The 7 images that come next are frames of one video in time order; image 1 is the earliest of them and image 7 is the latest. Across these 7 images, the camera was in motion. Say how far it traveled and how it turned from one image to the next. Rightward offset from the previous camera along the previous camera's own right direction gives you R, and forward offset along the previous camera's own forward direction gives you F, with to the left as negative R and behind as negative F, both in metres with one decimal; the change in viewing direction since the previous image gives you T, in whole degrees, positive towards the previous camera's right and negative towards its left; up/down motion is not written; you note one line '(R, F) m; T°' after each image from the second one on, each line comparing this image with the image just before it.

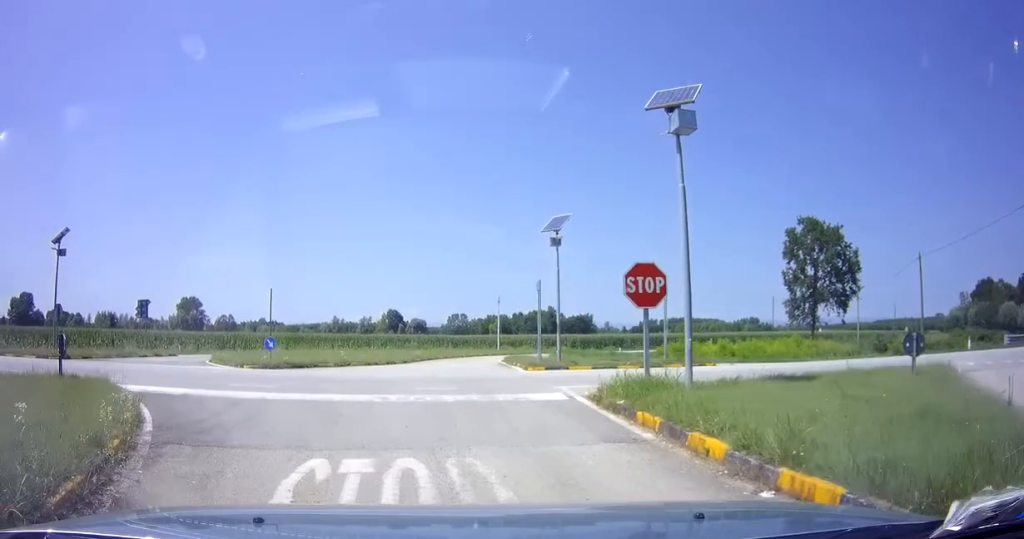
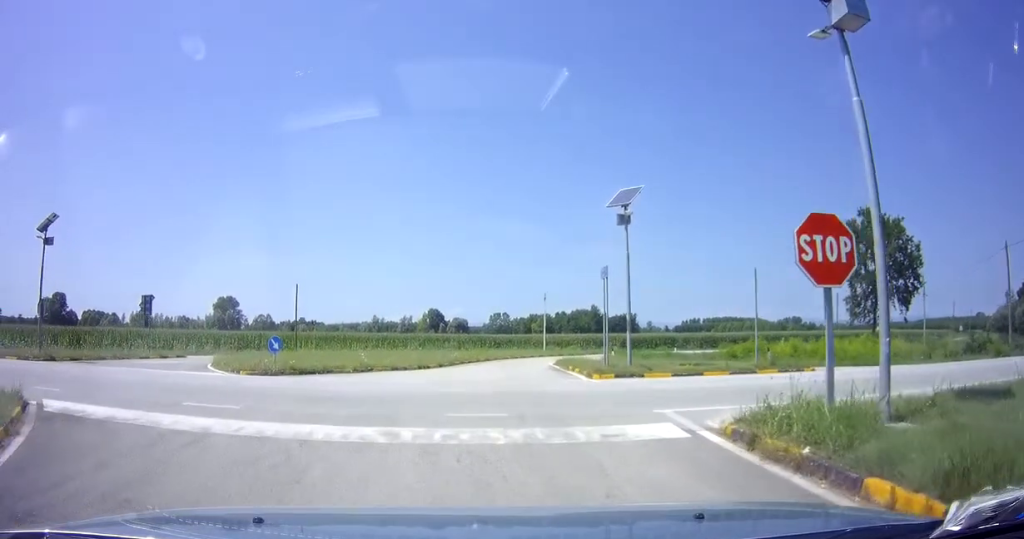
(0.0, +2.3) m; -1°
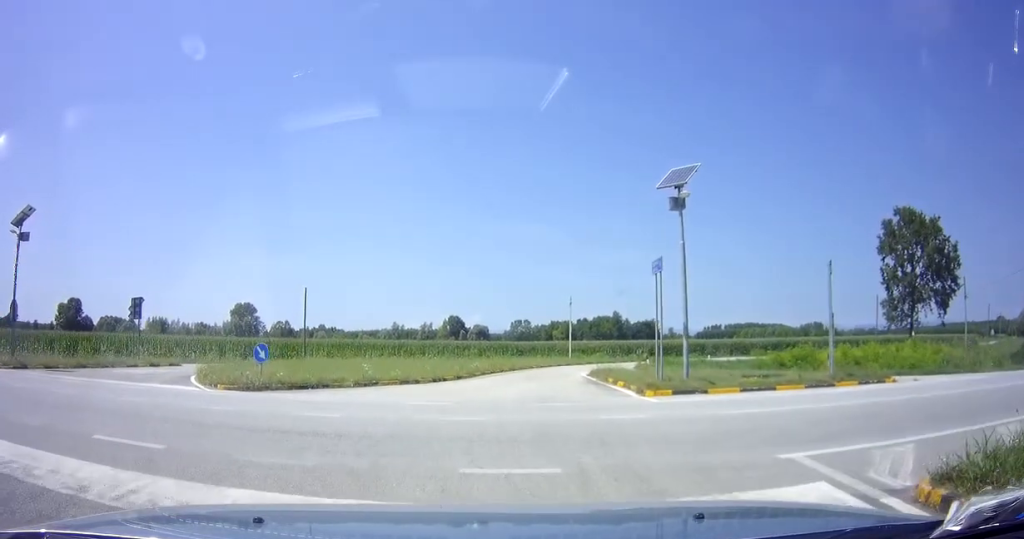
(0.0, +1.0) m; 0°
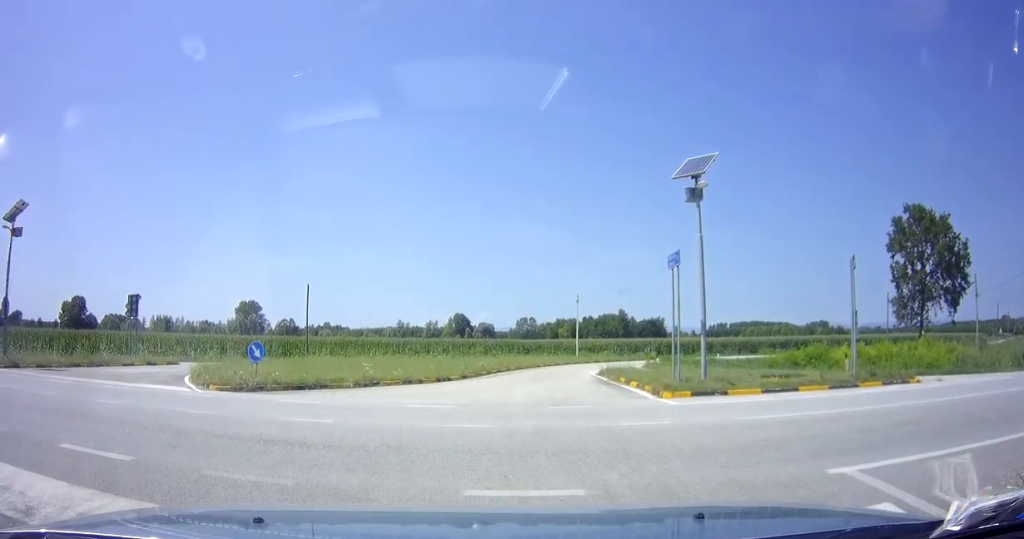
(-0.3, -0.2) m; 0°
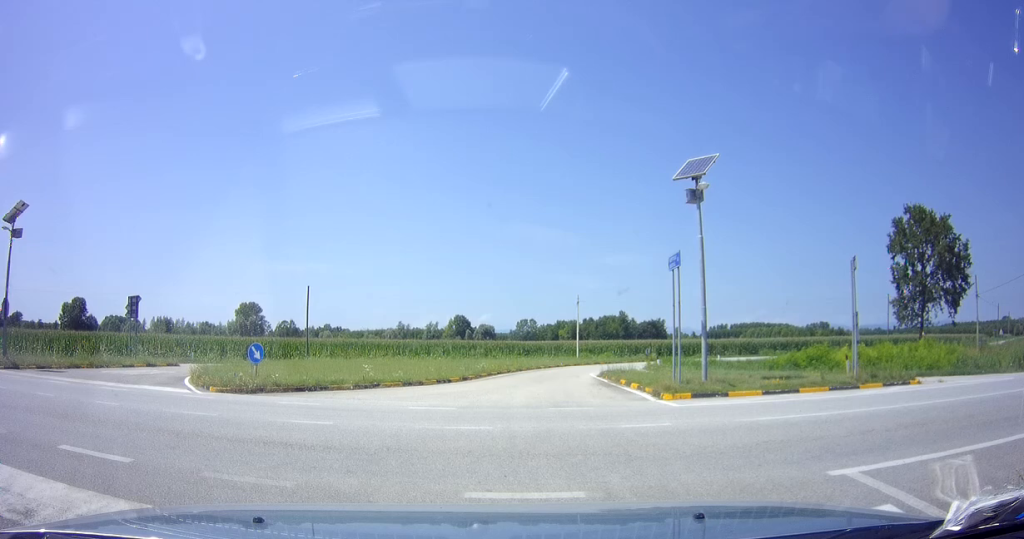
(0.0, 0.0) m; 0°
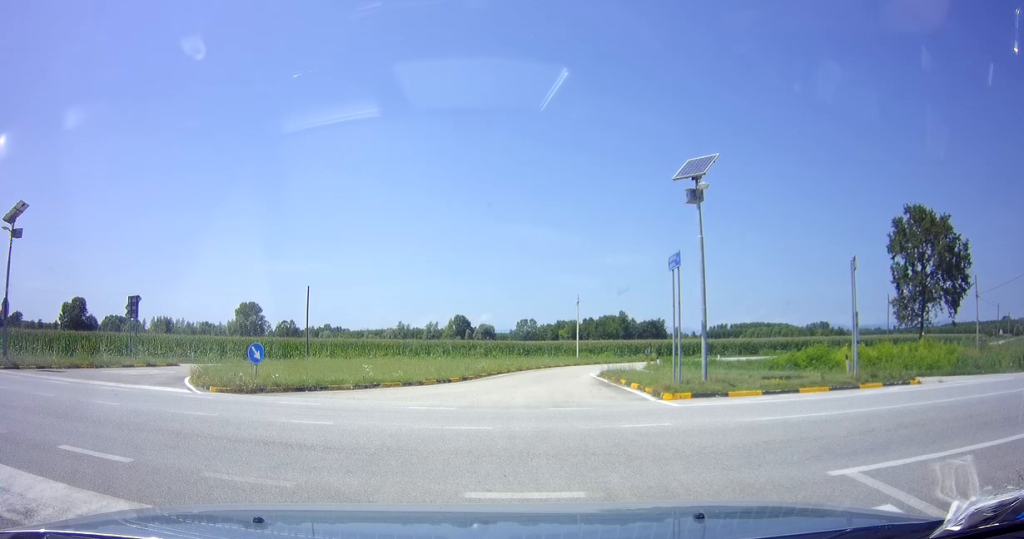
(0.0, 0.0) m; 0°
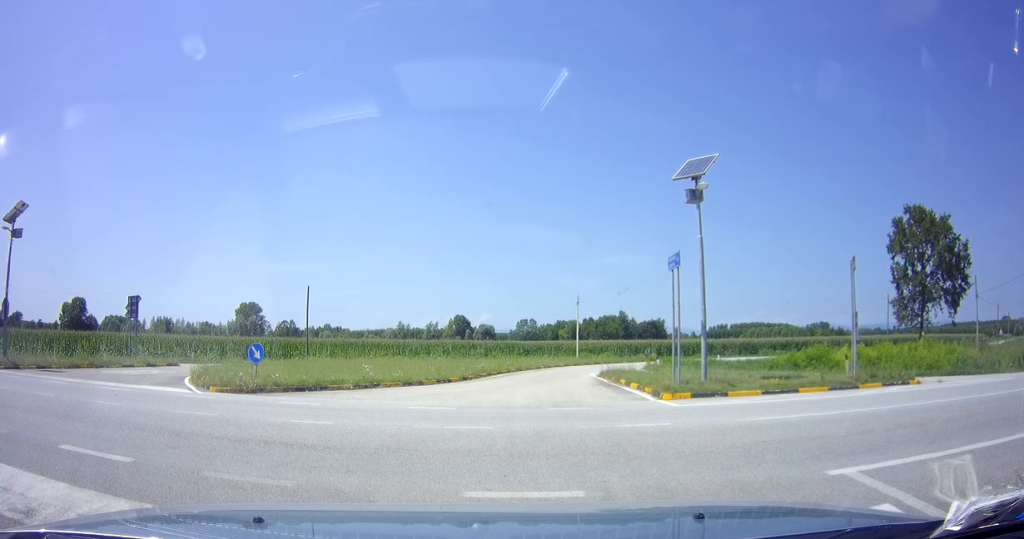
(0.0, 0.0) m; 0°
